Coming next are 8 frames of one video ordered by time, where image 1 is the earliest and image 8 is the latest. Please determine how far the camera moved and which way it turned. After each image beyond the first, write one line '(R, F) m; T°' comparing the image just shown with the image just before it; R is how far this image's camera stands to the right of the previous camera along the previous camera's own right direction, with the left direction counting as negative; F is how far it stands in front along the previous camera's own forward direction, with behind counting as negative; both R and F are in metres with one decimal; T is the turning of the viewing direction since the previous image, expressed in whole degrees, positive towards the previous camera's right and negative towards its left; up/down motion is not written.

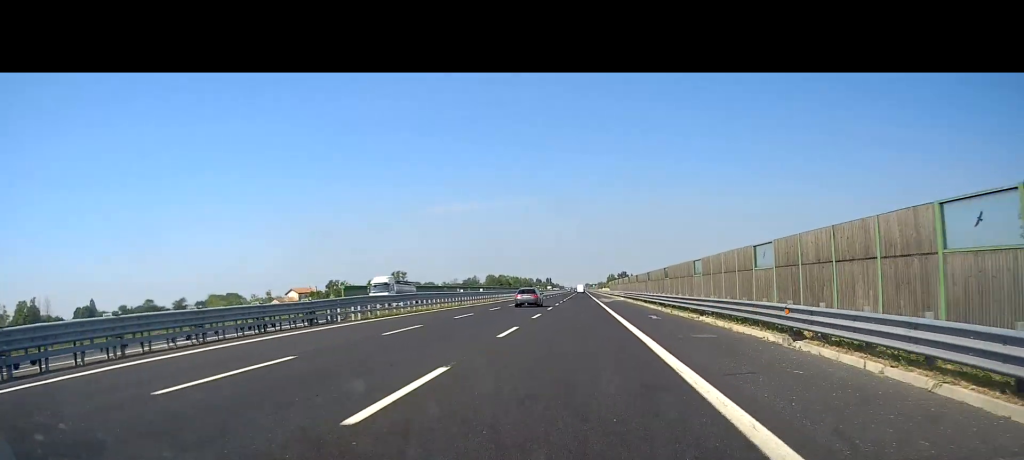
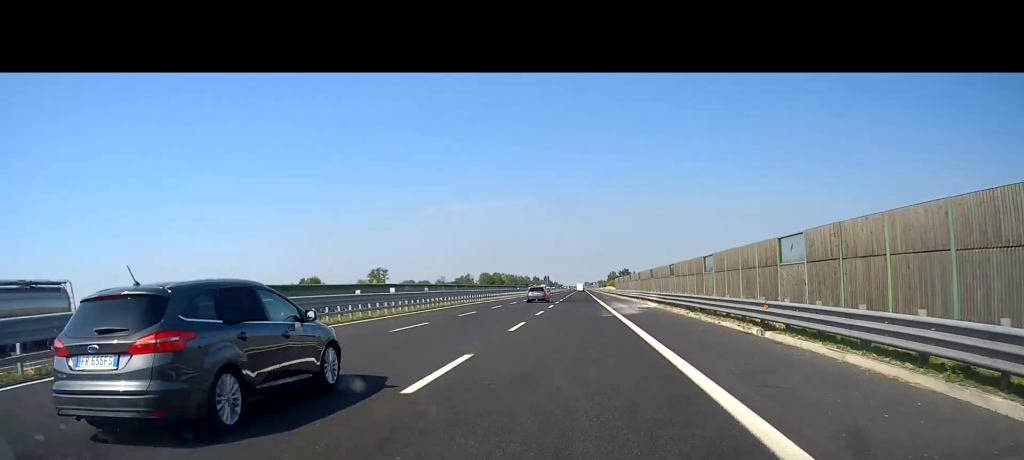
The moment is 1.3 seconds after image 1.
(-0.1, +33.4) m; 0°
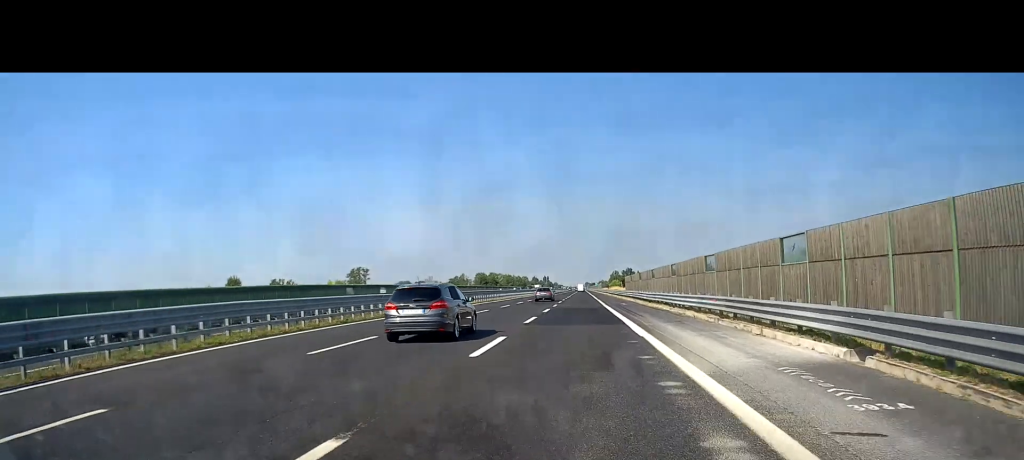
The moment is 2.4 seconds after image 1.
(+0.2, +29.9) m; 0°
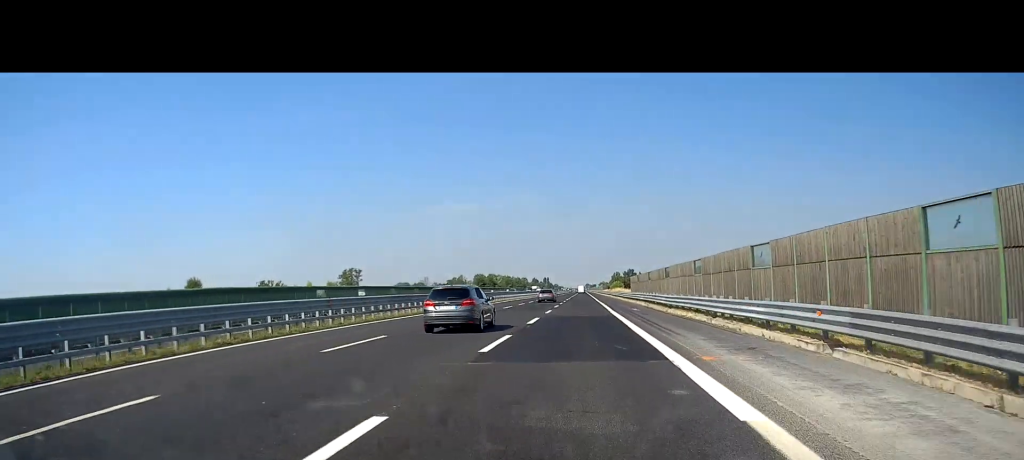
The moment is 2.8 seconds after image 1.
(0.0, +10.6) m; 0°
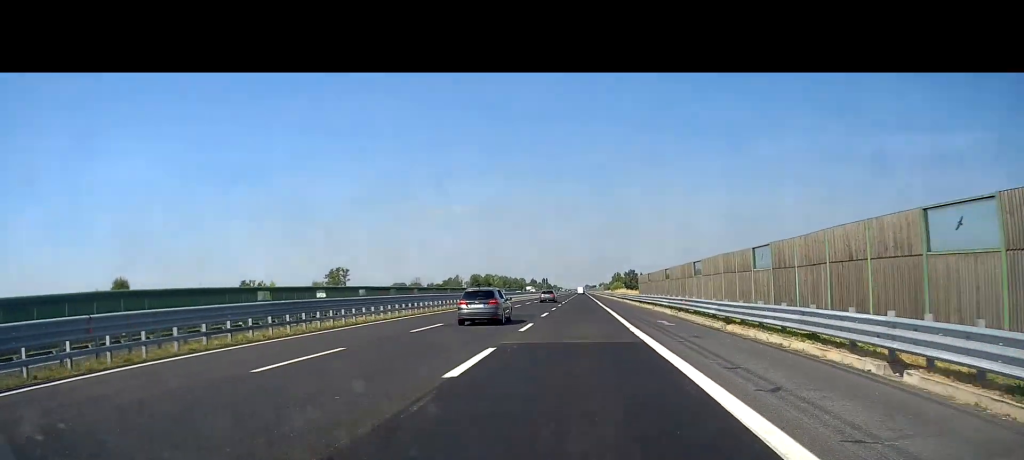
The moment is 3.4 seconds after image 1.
(-0.2, +15.0) m; -1°
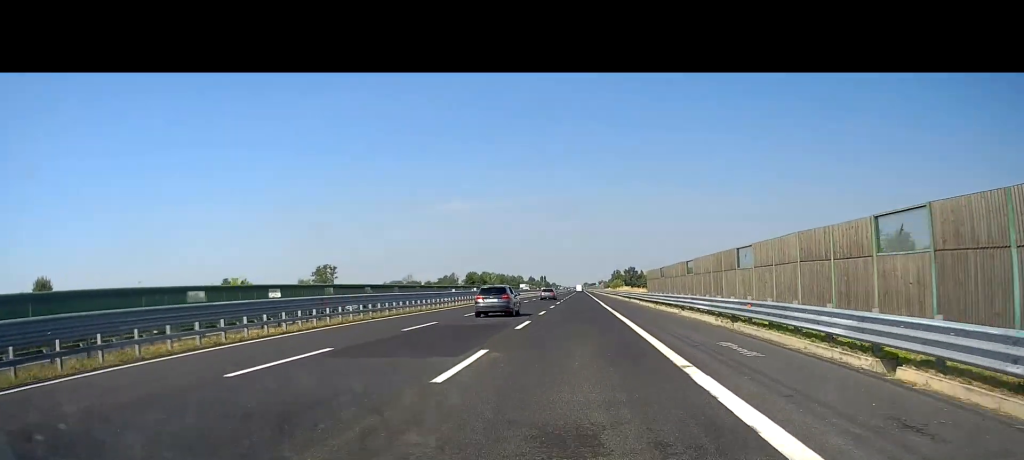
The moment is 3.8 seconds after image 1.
(0.0, +12.3) m; 0°
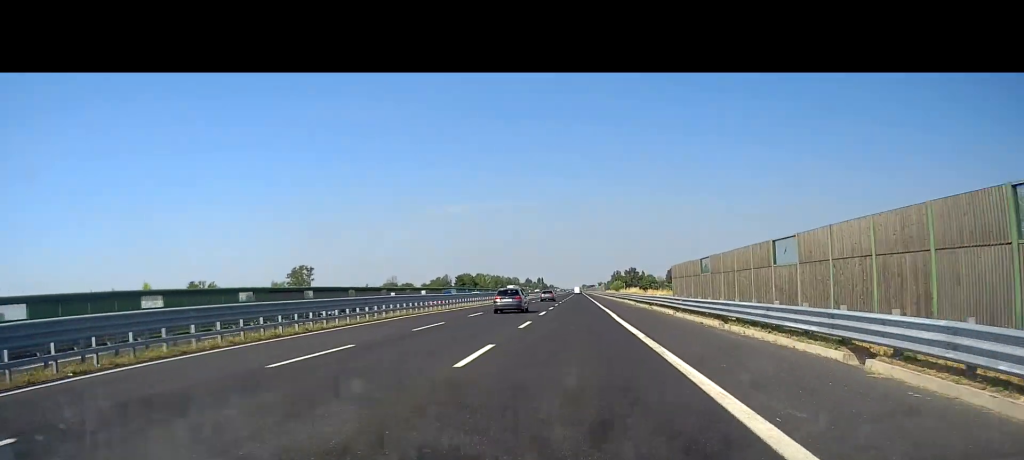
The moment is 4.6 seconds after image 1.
(0.0, +21.2) m; 0°
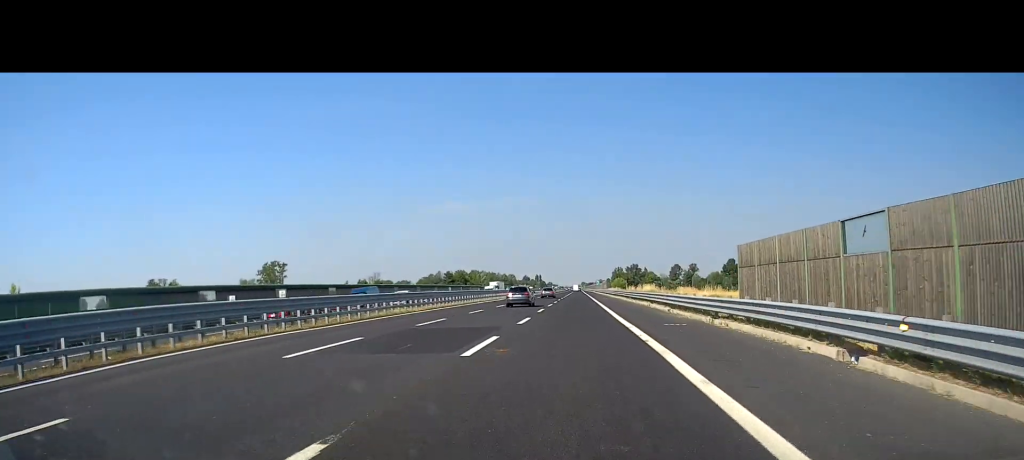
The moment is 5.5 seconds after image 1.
(0.0, +22.0) m; +1°
